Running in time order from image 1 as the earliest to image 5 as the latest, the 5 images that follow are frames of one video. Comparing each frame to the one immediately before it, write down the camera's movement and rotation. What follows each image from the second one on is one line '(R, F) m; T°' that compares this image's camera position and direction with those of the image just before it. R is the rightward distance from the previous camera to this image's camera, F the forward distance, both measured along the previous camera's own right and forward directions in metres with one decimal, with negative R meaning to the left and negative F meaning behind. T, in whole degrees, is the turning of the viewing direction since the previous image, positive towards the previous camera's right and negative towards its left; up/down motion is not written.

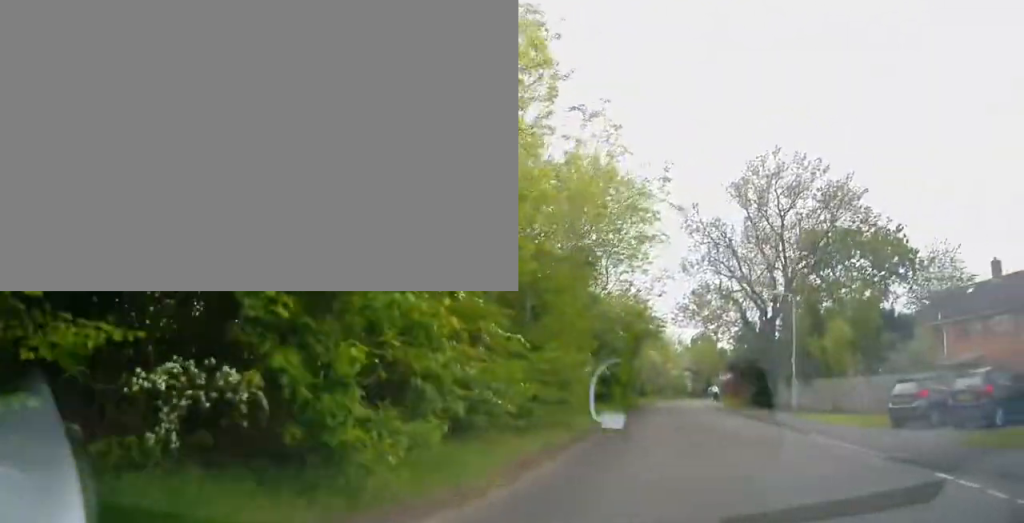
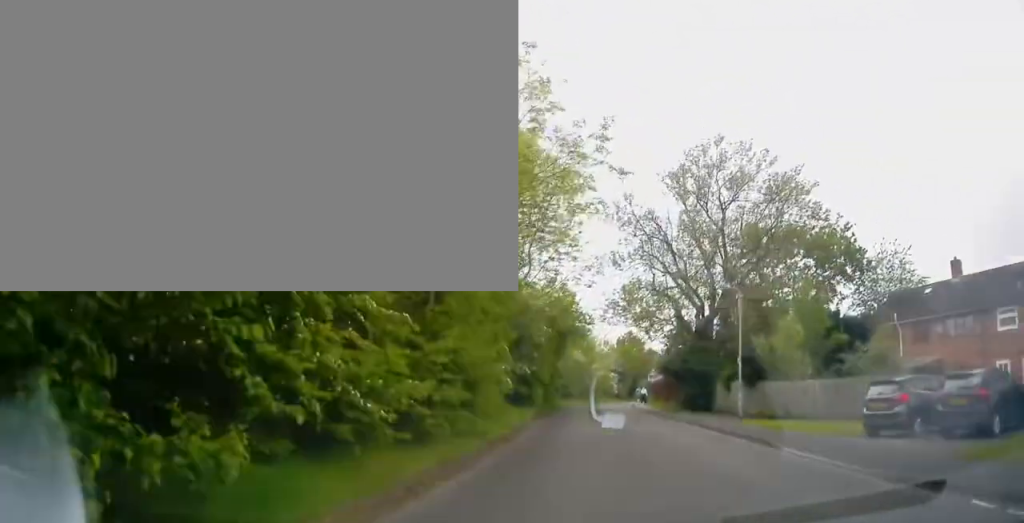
(+0.1, +2.4) m; +5°
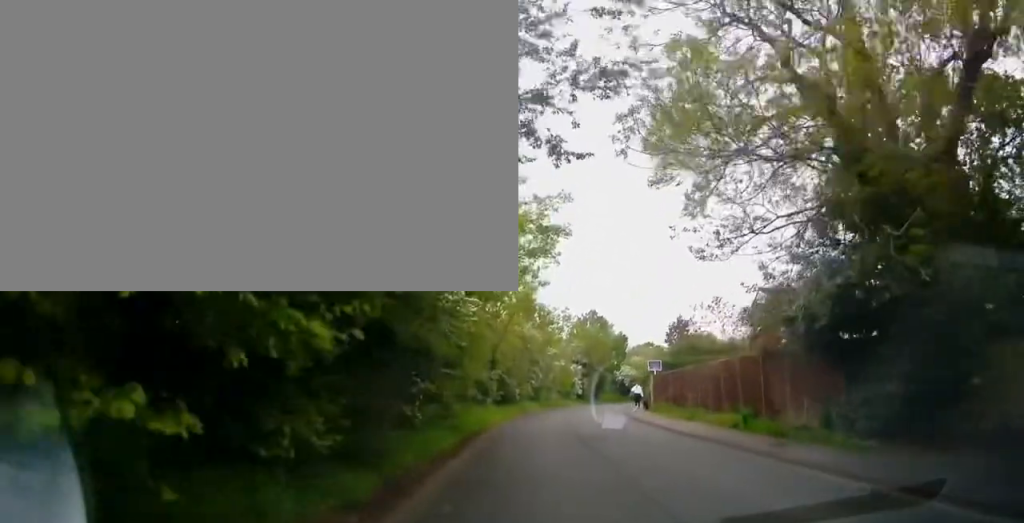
(-0.3, +25.2) m; -2°
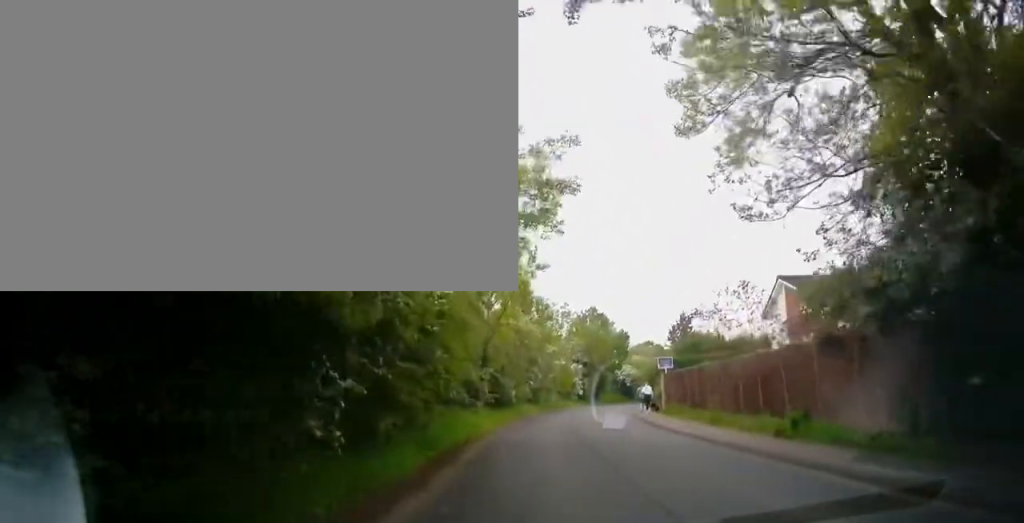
(+0.2, +3.5) m; +1°
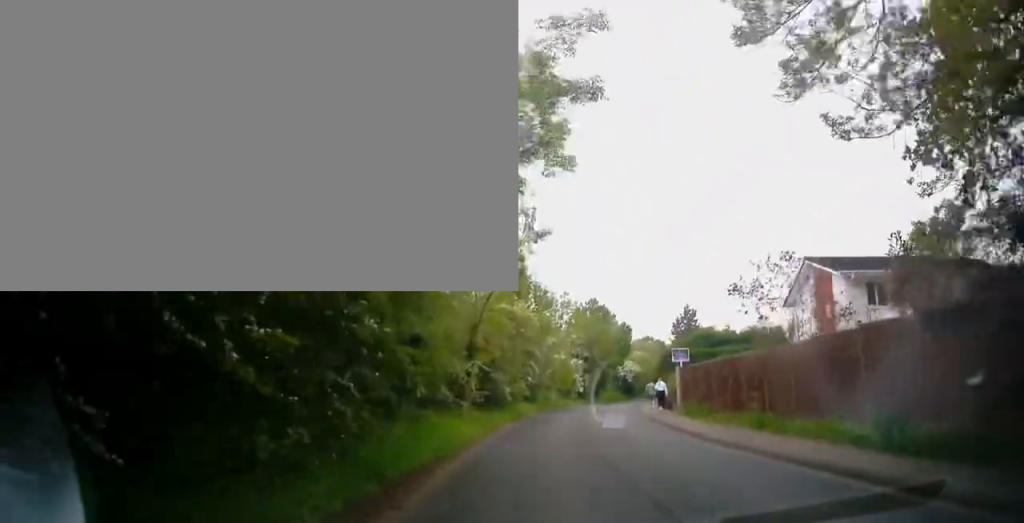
(+0.2, +3.5) m; +1°
